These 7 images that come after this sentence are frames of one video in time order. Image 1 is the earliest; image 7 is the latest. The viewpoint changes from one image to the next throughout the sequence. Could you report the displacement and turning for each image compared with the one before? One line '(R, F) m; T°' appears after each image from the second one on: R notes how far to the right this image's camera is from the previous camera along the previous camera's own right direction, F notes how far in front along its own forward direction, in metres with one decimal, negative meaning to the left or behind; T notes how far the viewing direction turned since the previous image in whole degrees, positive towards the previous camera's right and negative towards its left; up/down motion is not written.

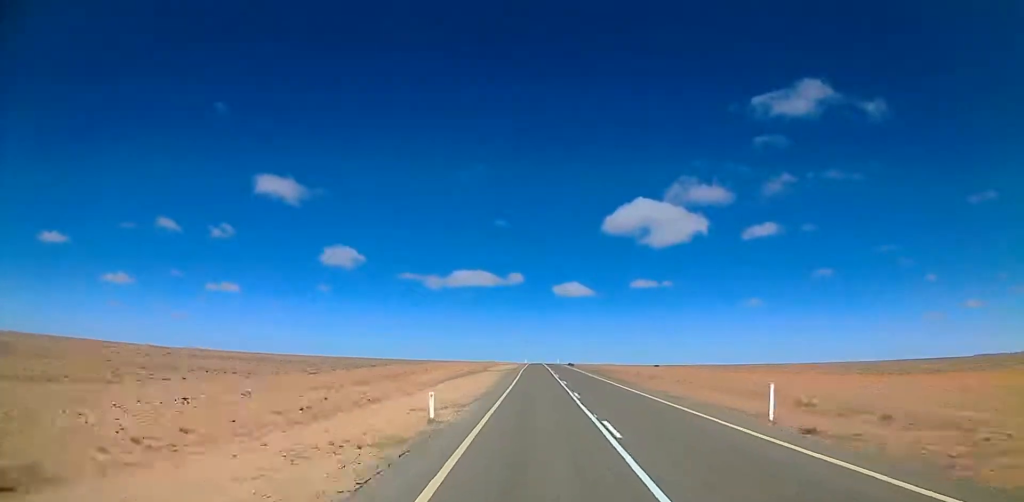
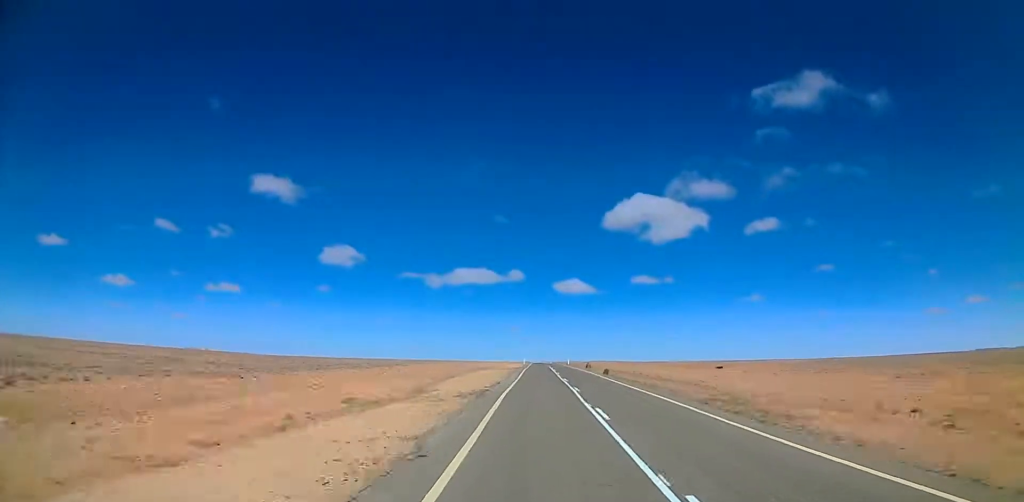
(+0.5, +45.4) m; +1°
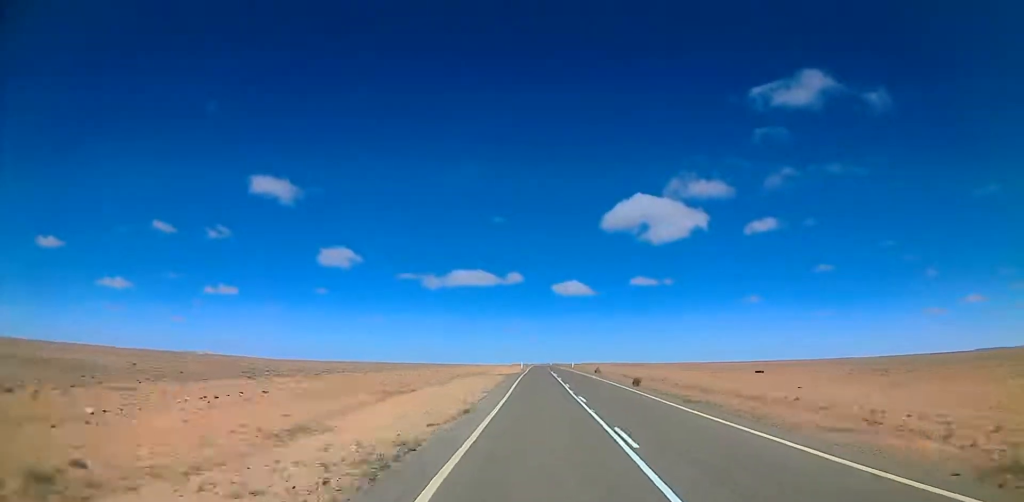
(0.0, +16.8) m; 0°
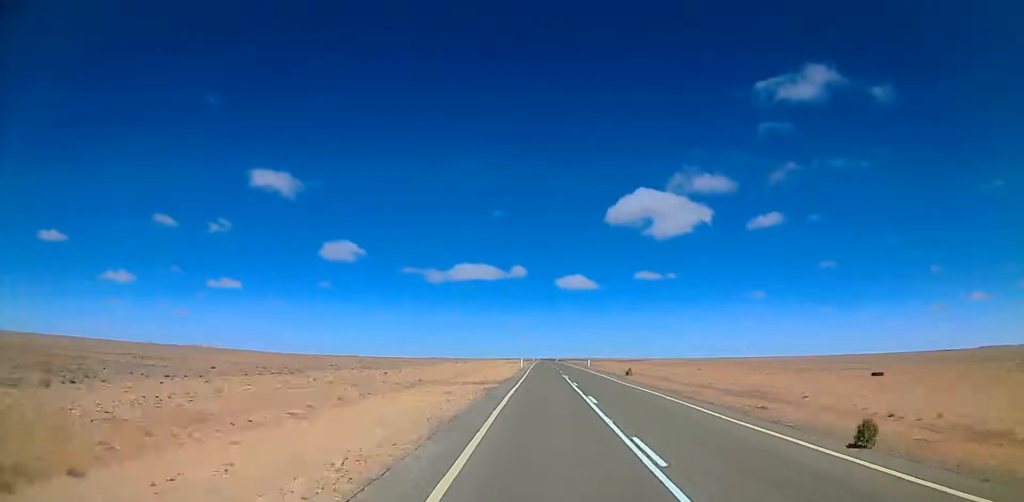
(+0.3, +26.5) m; +1°
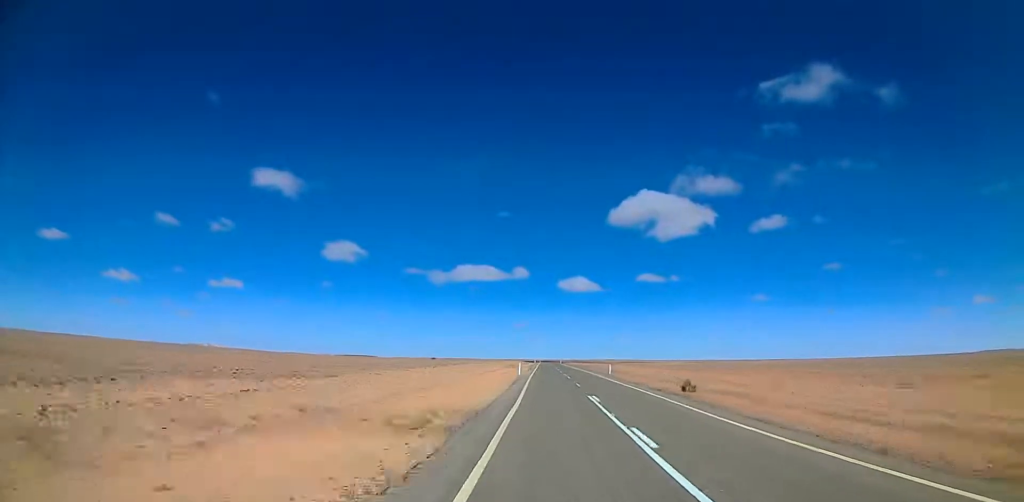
(+0.1, +21.4) m; 0°
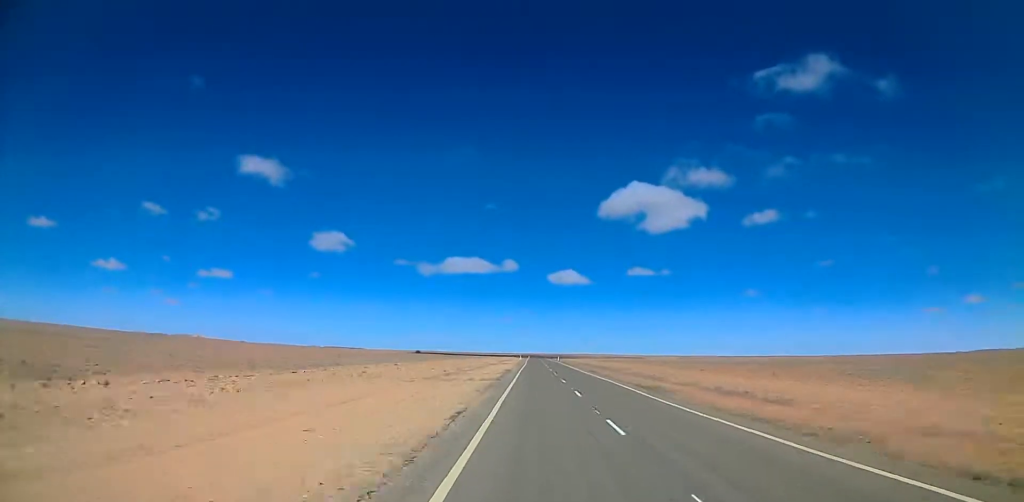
(-1.5, +68.9) m; 0°
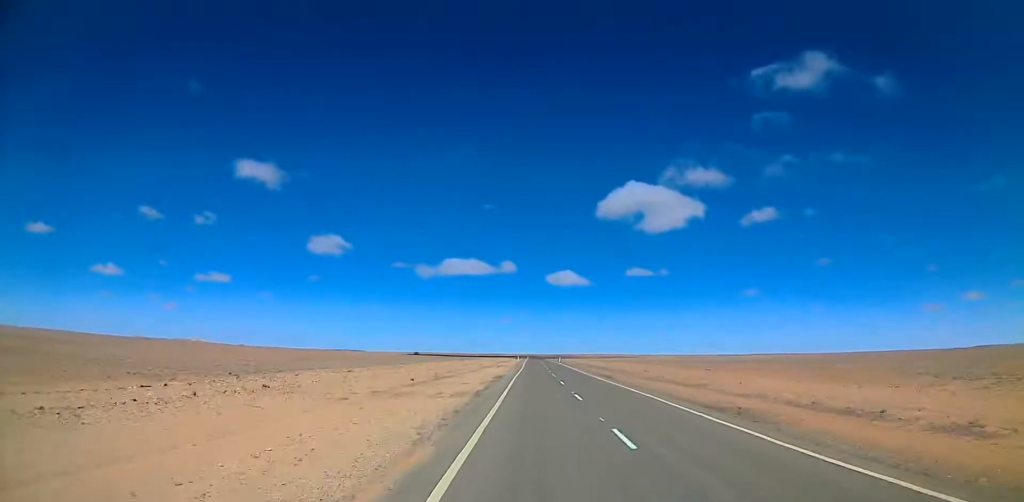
(+0.1, +13.1) m; +3°
